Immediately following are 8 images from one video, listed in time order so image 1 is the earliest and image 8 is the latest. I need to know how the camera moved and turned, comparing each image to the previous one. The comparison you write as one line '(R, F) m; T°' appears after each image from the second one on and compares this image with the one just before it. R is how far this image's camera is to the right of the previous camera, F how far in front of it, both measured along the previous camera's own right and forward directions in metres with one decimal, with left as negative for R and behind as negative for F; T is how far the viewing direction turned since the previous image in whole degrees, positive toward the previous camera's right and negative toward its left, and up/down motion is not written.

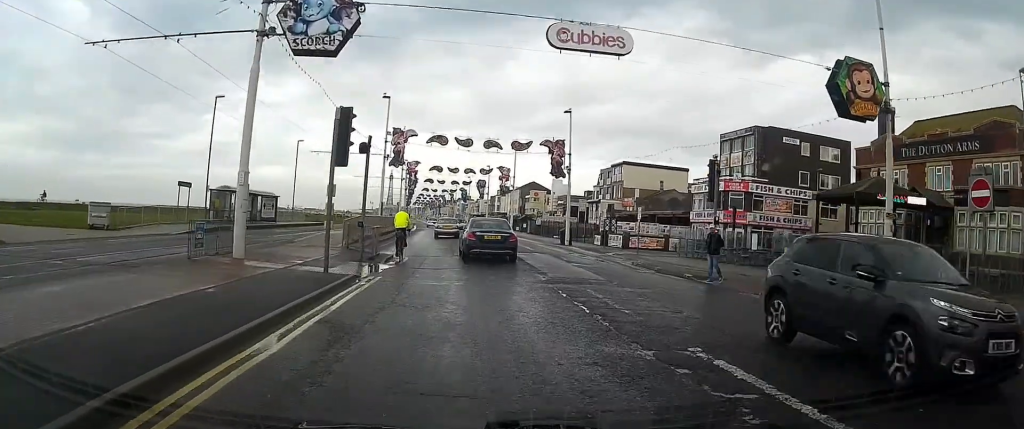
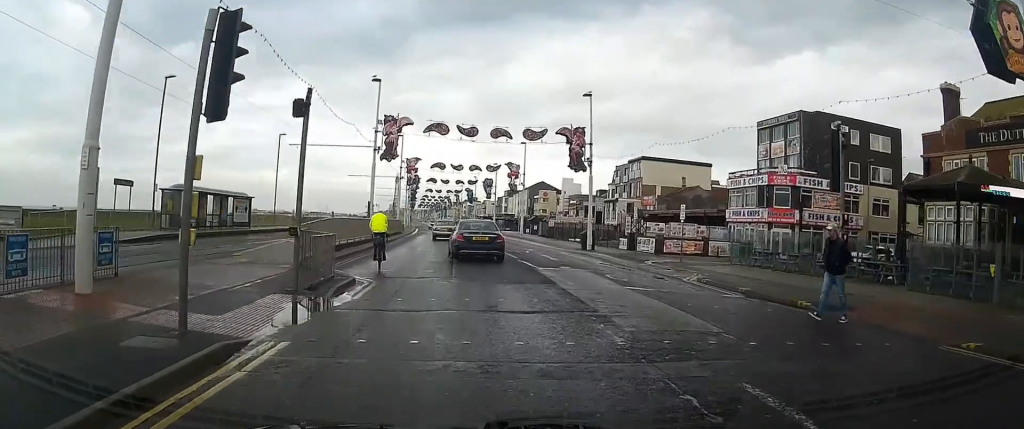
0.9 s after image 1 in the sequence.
(+0.1, +7.7) m; -1°
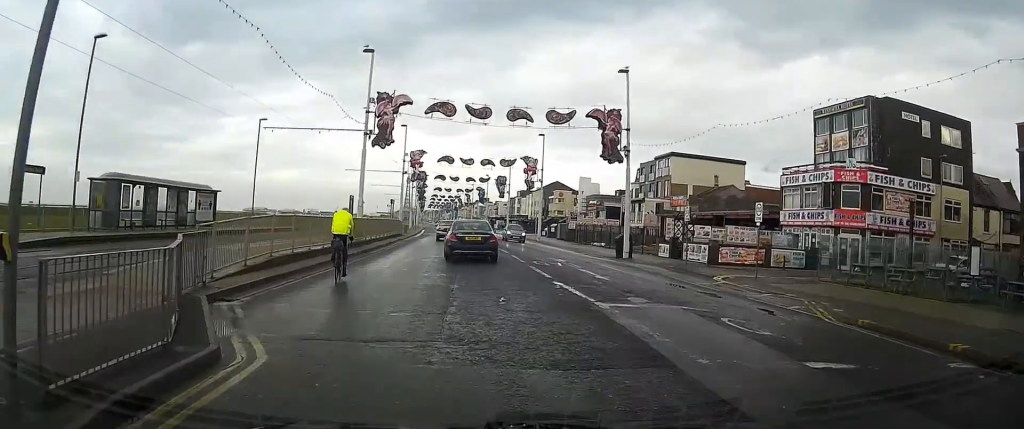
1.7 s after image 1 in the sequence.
(-0.1, +8.3) m; -2°
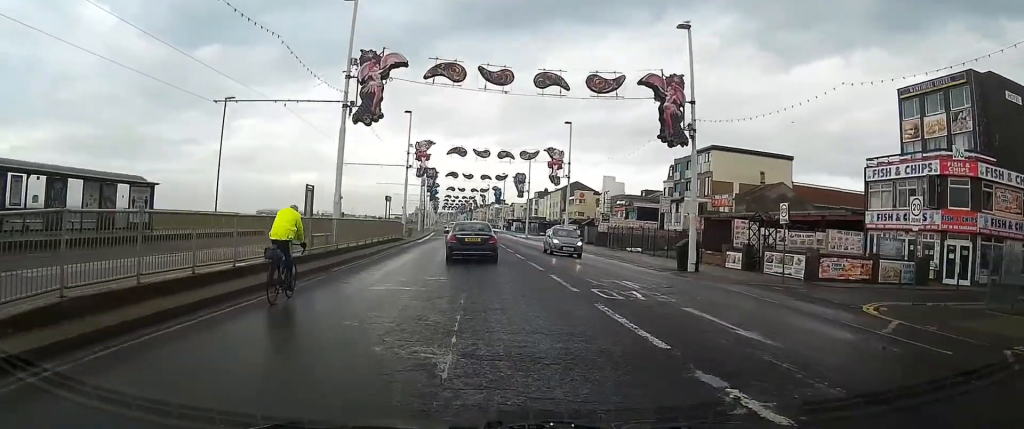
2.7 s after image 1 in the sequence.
(-0.1, +9.6) m; -1°
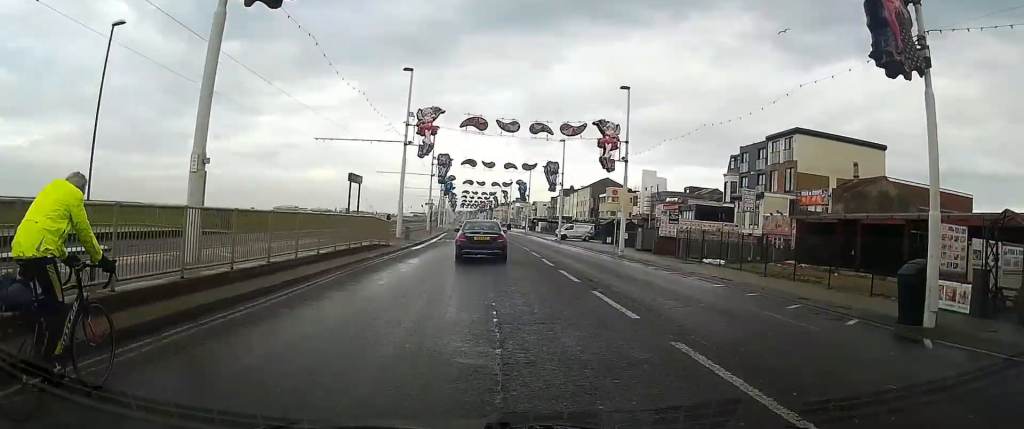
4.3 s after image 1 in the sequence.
(-0.3, +15.8) m; -2°
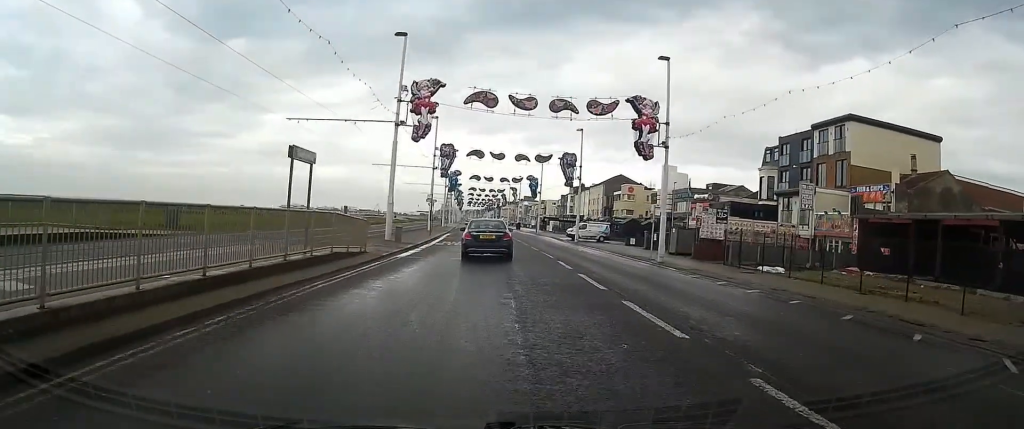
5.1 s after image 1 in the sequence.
(-0.1, +8.0) m; -1°
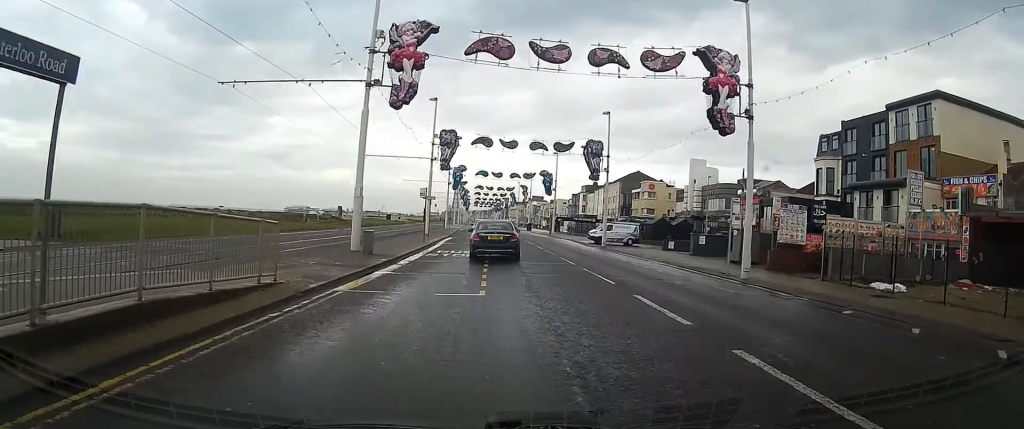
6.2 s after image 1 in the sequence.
(0.0, +10.8) m; 0°
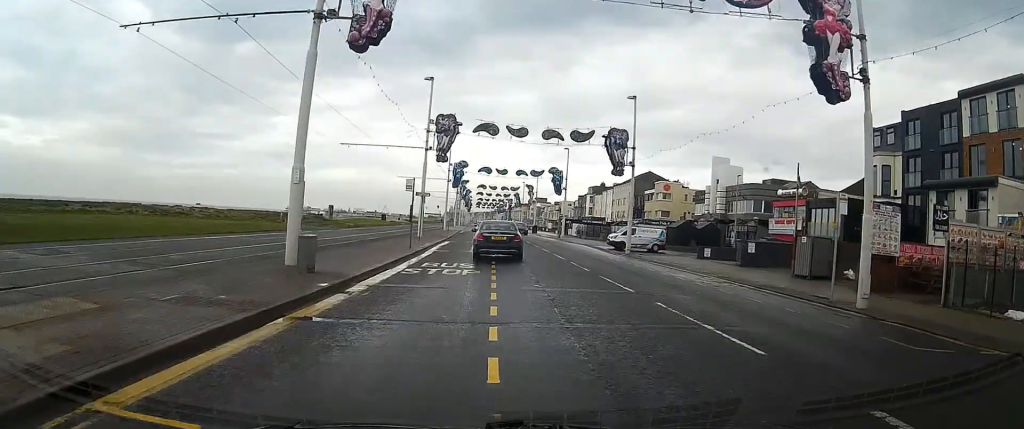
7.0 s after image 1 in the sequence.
(0.0, +8.2) m; 0°
